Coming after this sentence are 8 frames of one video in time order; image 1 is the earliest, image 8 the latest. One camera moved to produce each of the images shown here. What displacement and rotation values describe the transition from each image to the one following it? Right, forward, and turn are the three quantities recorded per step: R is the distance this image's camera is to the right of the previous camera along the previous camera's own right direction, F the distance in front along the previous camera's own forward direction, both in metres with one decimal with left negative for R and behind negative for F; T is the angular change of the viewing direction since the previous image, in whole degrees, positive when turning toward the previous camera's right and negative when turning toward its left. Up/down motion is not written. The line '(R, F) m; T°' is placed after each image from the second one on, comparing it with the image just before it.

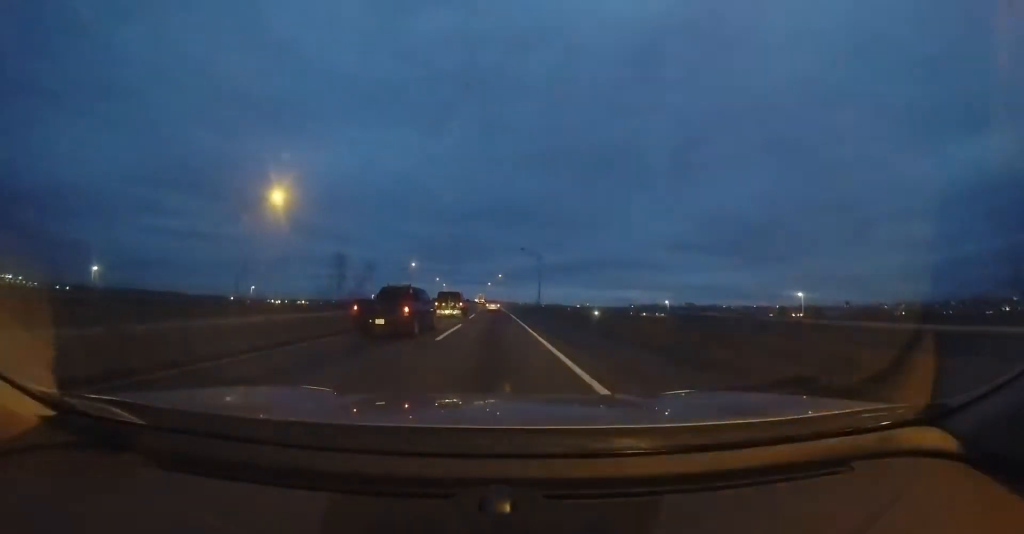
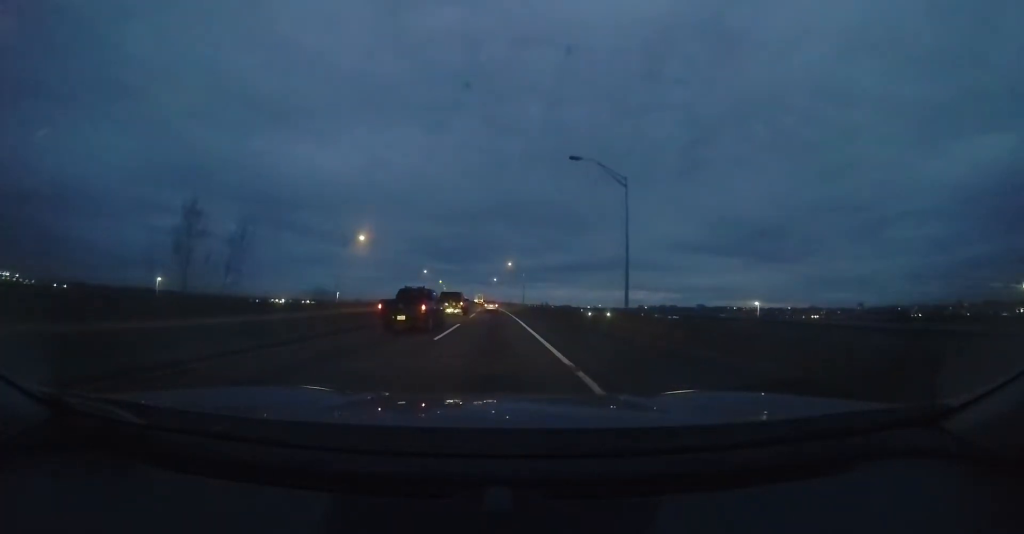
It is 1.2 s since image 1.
(-0.2, +31.0) m; 0°
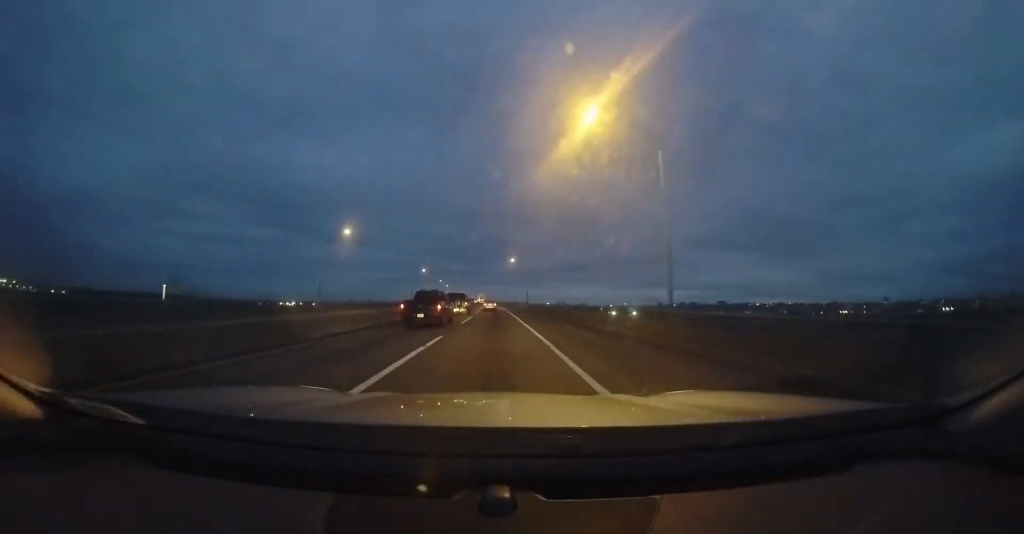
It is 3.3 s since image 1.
(-1.0, +53.3) m; -3°
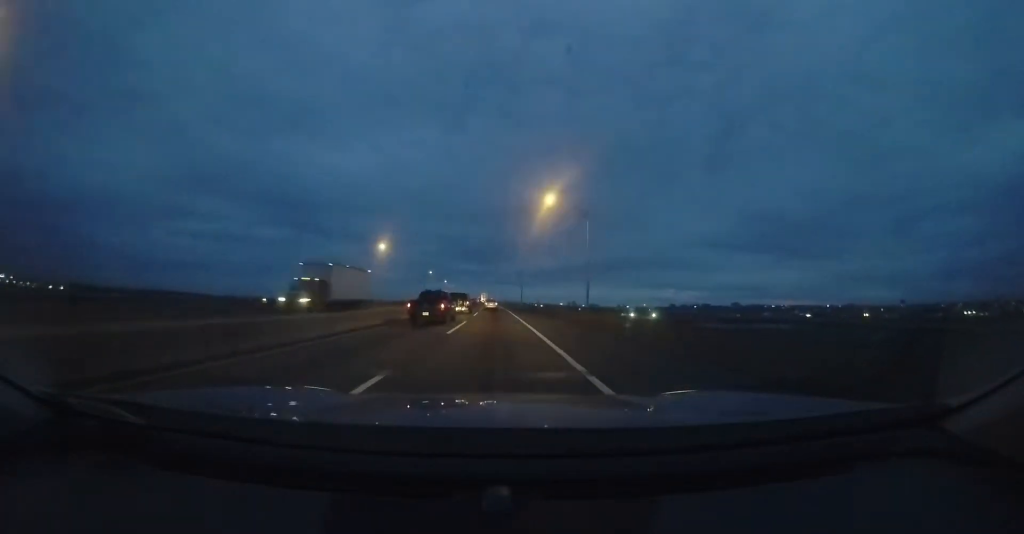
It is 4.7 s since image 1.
(-0.4, +37.2) m; -2°
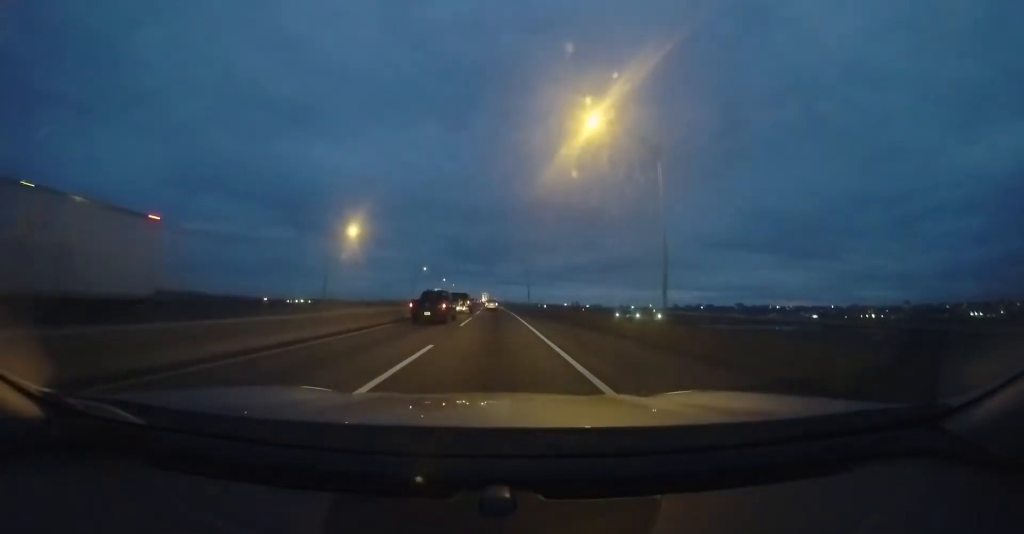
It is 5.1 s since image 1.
(-0.2, +11.3) m; -1°
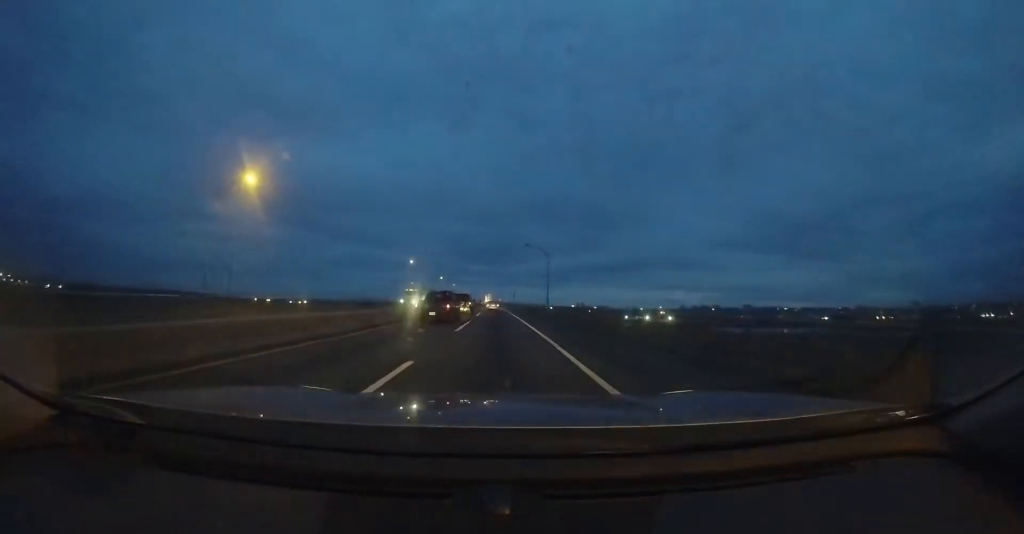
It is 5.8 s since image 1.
(-0.3, +18.4) m; -1°
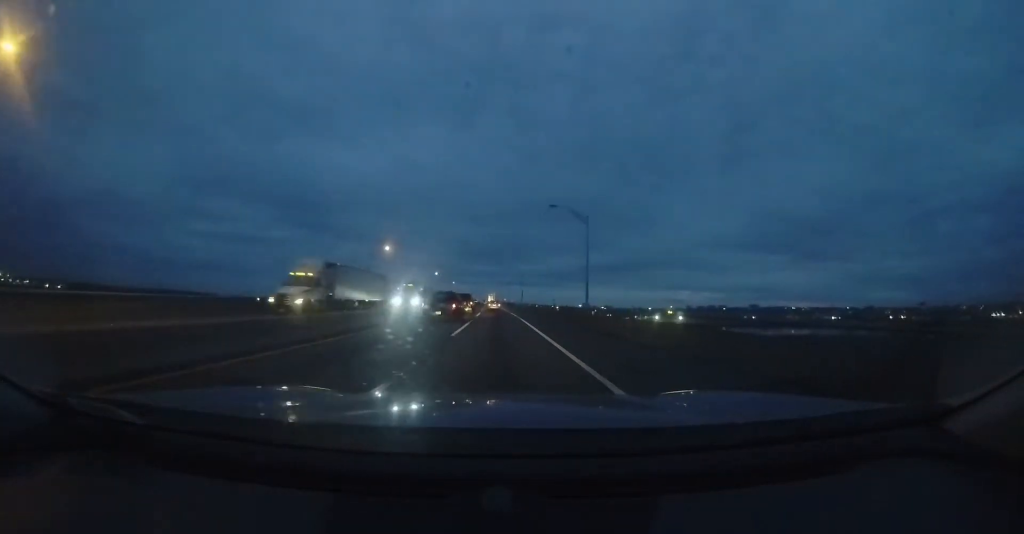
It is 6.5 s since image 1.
(-0.1, +17.4) m; 0°
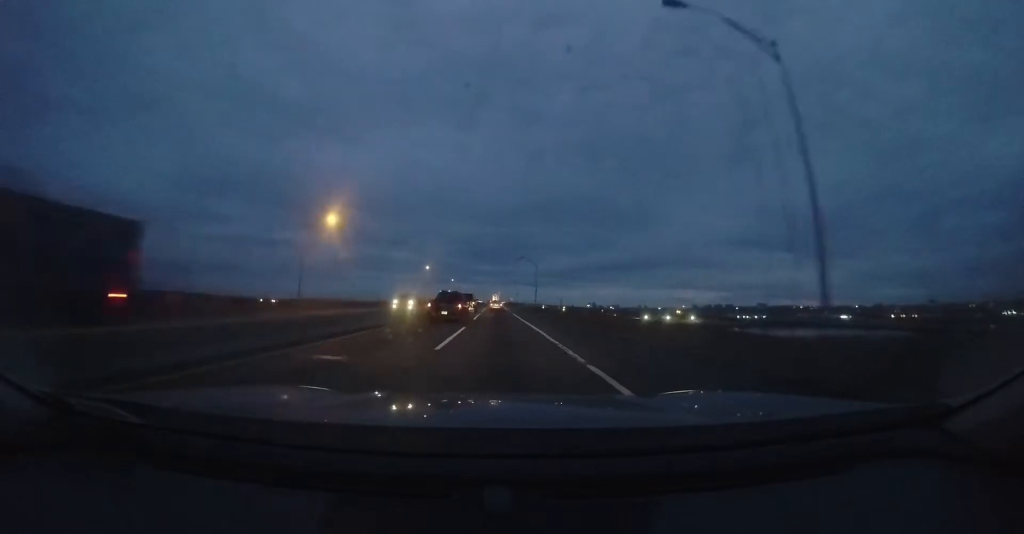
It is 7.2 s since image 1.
(0.0, +19.2) m; 0°
